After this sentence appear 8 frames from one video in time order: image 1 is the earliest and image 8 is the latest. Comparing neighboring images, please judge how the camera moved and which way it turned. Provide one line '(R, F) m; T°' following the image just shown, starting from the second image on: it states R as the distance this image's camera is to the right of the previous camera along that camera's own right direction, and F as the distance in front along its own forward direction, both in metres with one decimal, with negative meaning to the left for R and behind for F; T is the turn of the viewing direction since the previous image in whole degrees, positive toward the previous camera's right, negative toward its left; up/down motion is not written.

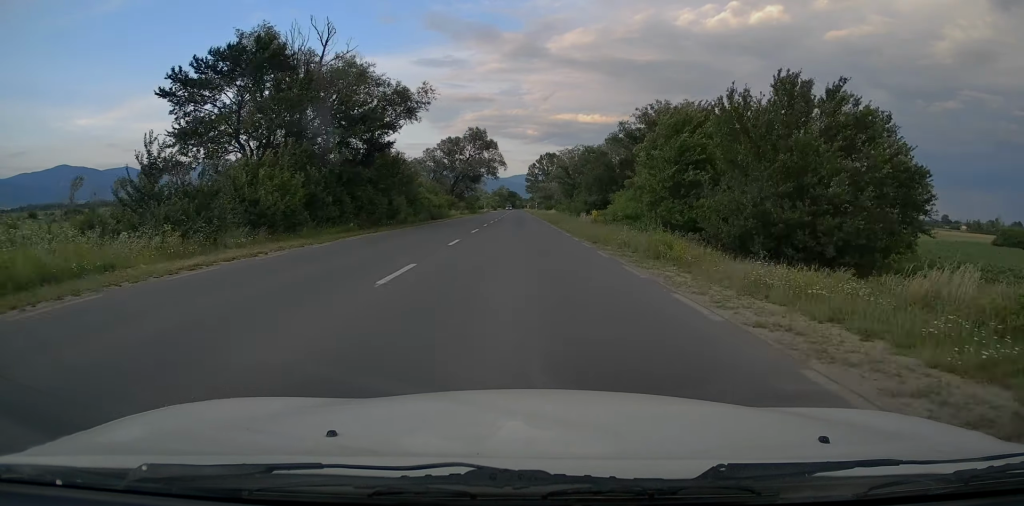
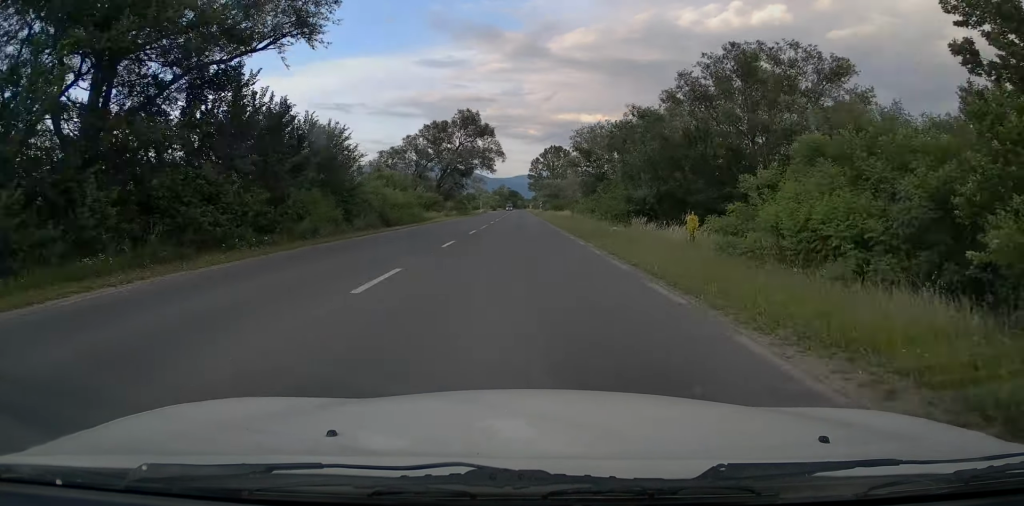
(0.0, +18.8) m; 0°
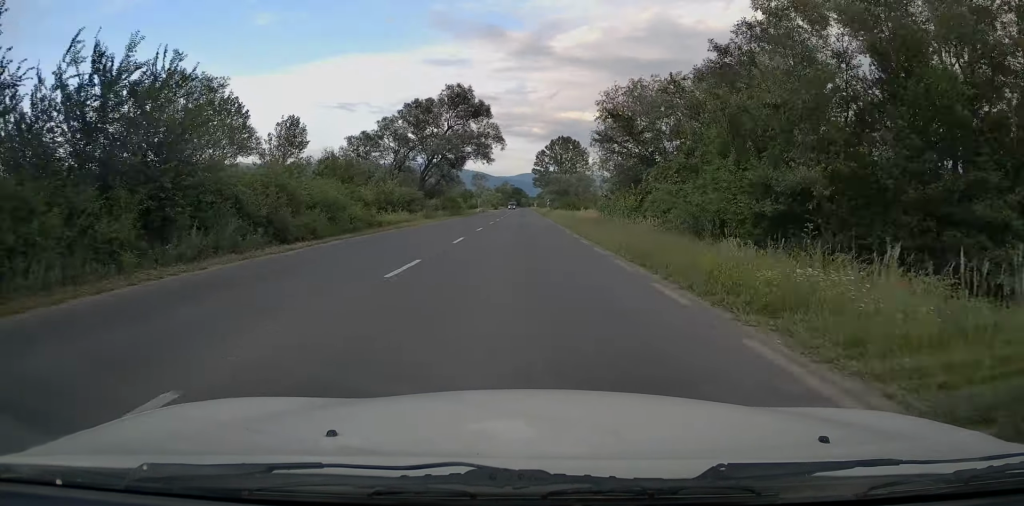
(0.0, +16.2) m; 0°
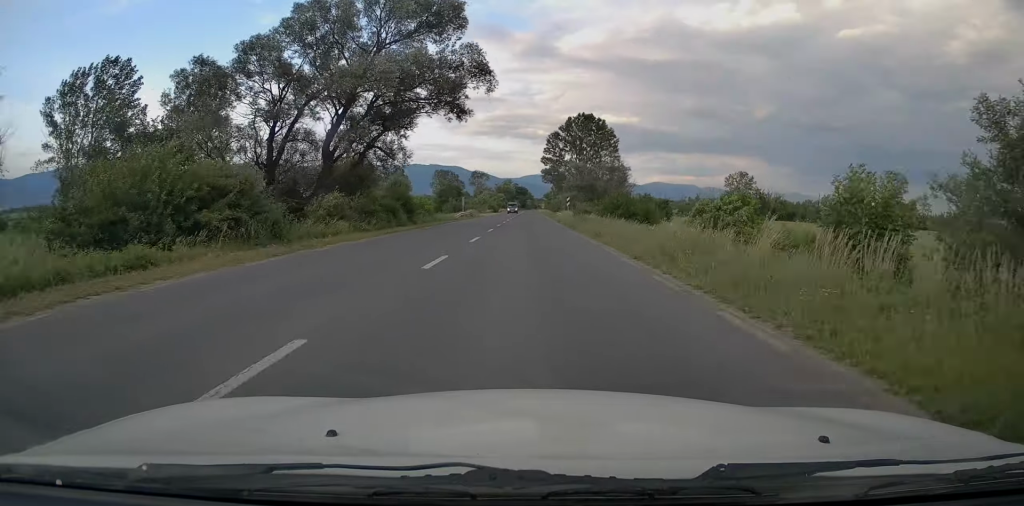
(-0.1, +34.3) m; 0°
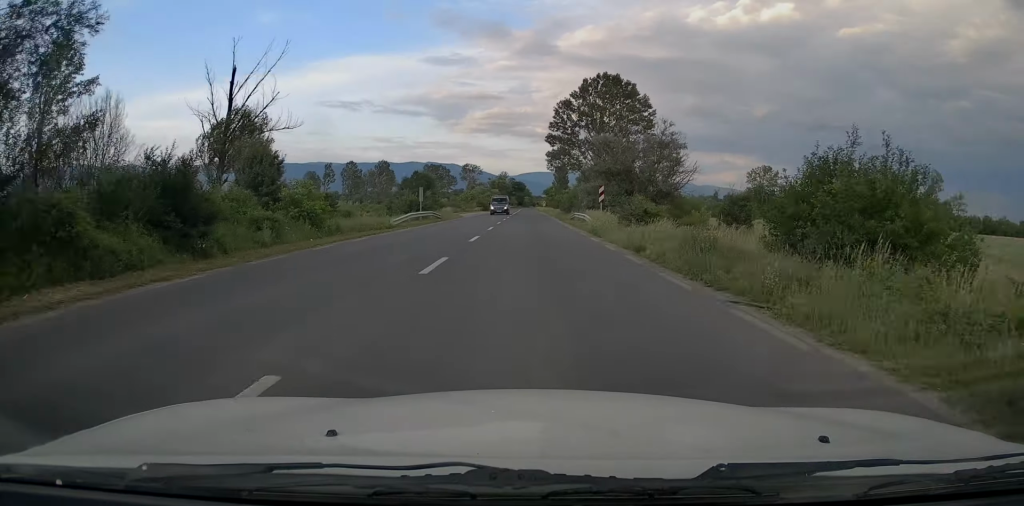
(0.0, +27.9) m; 0°
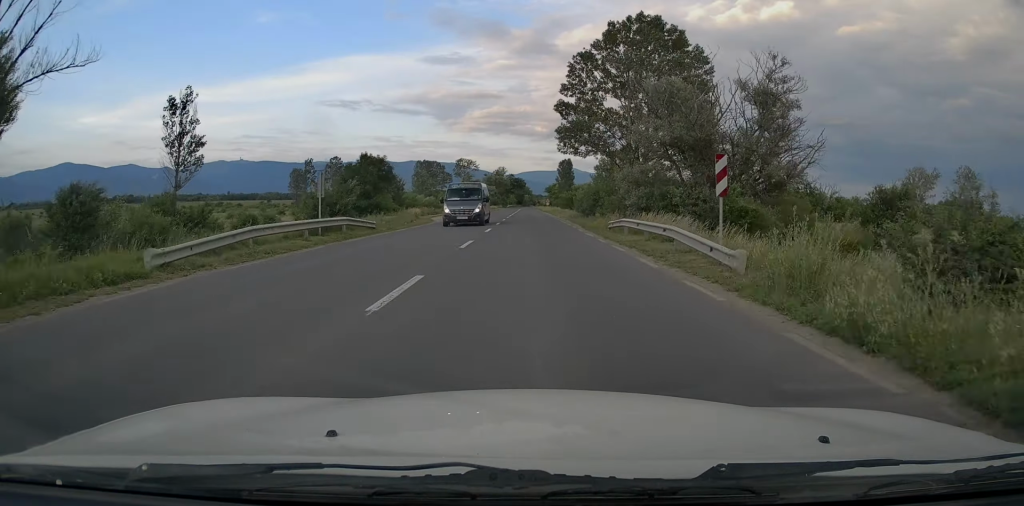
(-0.1, +21.4) m; 0°
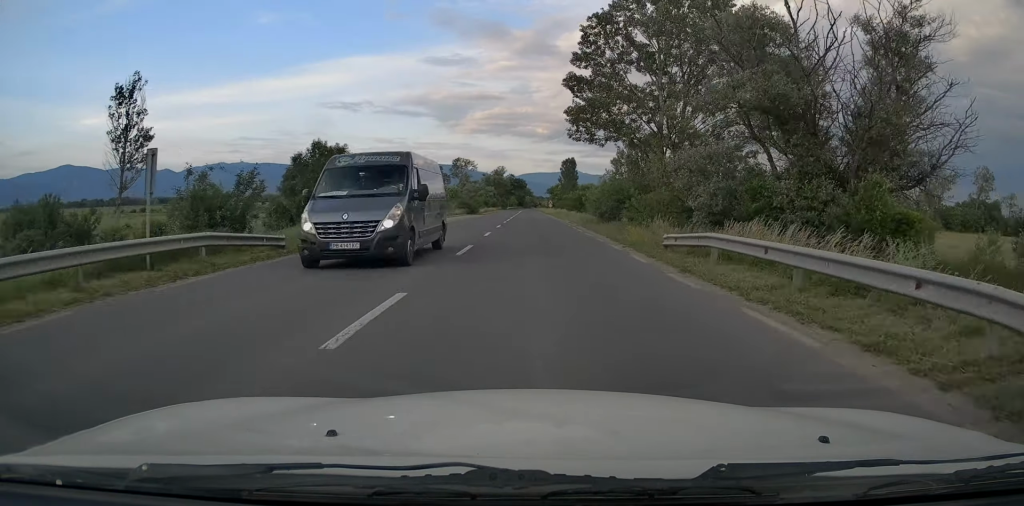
(+0.1, +10.6) m; 0°
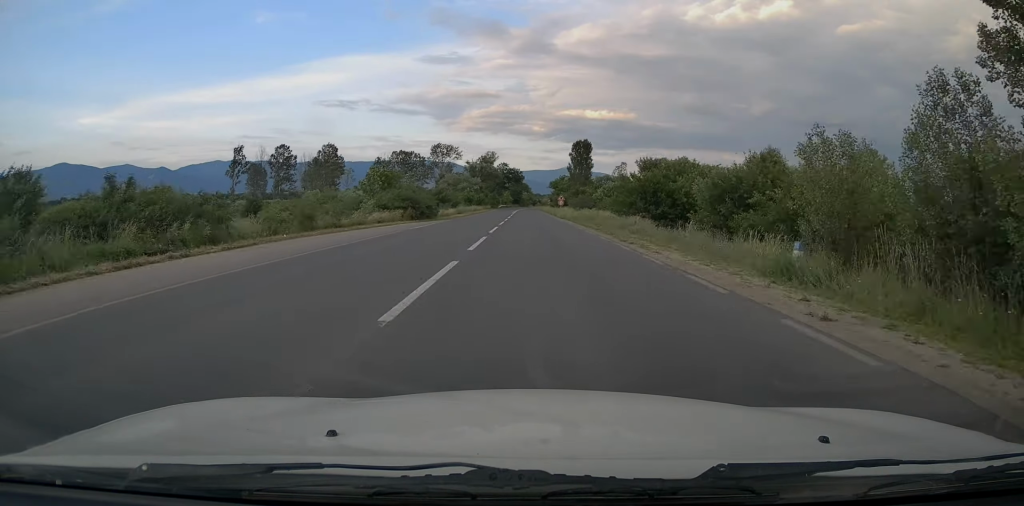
(0.0, +40.4) m; 0°
